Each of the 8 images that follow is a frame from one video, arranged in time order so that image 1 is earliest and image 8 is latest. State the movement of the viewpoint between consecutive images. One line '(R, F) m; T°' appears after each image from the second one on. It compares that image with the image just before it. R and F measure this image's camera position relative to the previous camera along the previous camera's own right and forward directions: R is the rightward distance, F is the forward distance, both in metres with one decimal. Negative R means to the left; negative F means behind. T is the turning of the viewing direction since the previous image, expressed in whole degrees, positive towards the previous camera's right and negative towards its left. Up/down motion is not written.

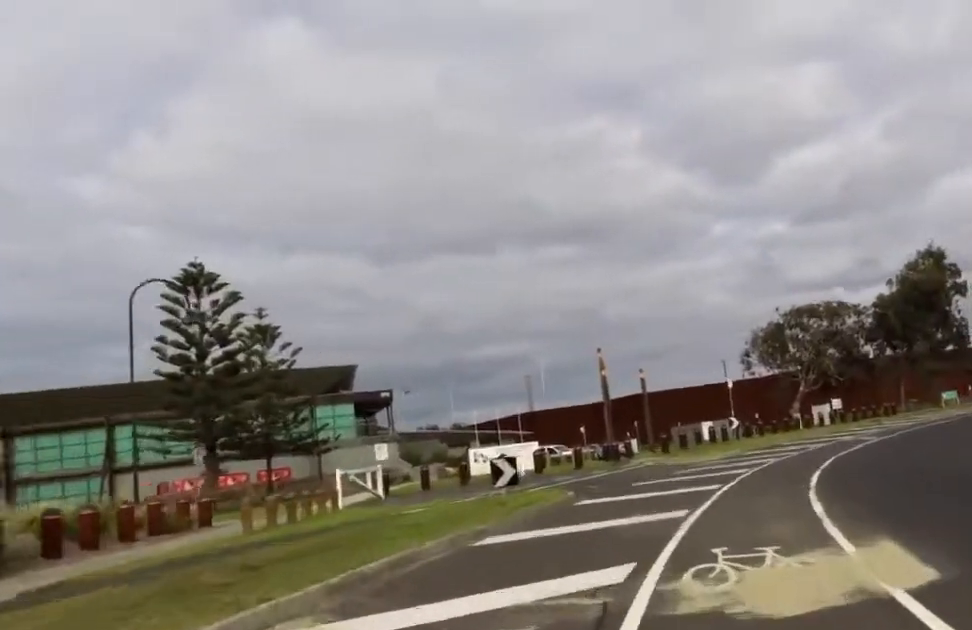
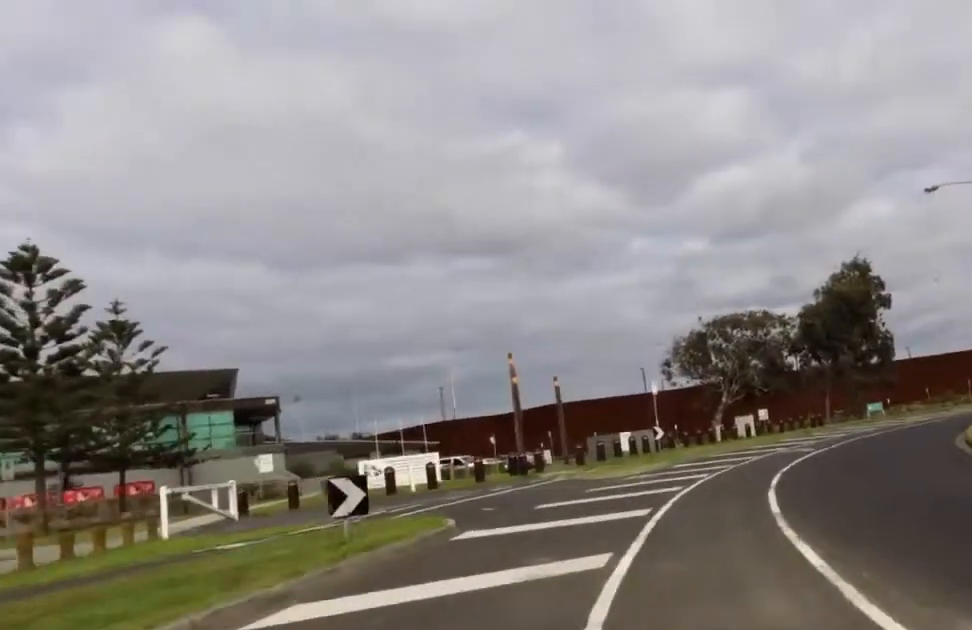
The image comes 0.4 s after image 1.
(-0.1, +3.3) m; +4°
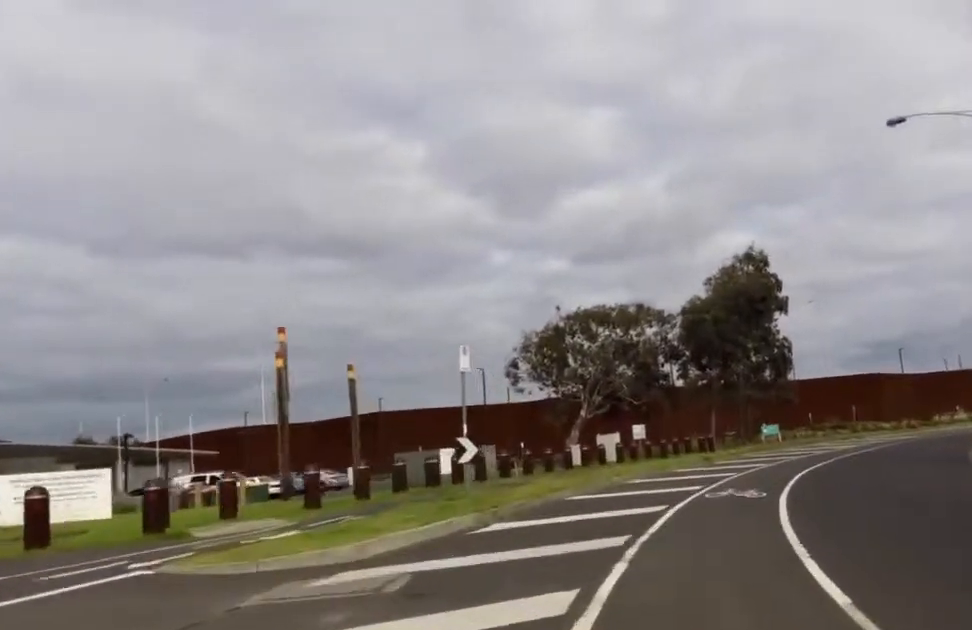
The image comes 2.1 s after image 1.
(+0.5, +12.9) m; +9°
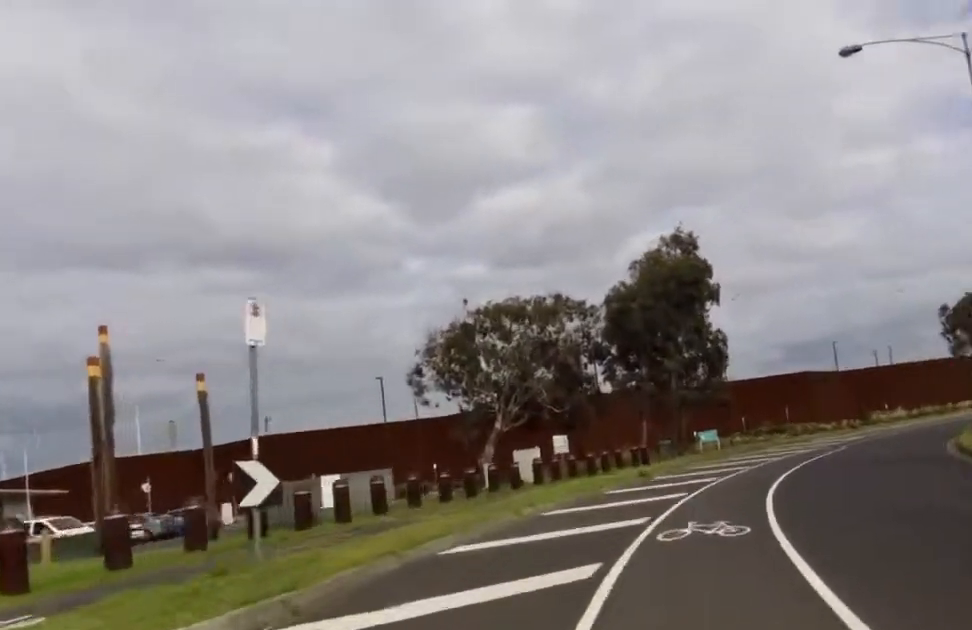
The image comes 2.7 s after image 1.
(+0.5, +4.7) m; +6°
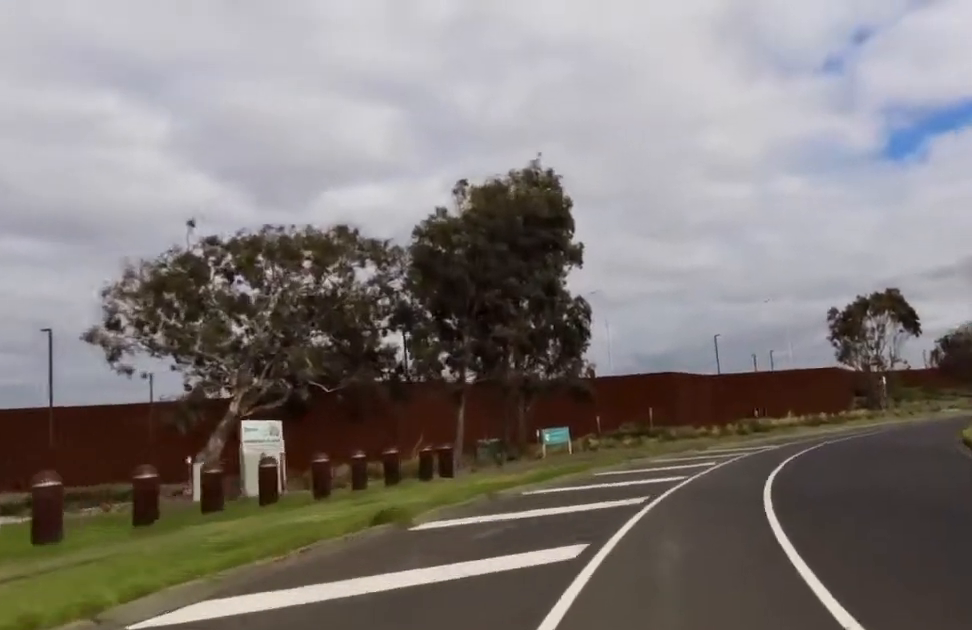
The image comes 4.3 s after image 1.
(+0.9, +13.6) m; +6°
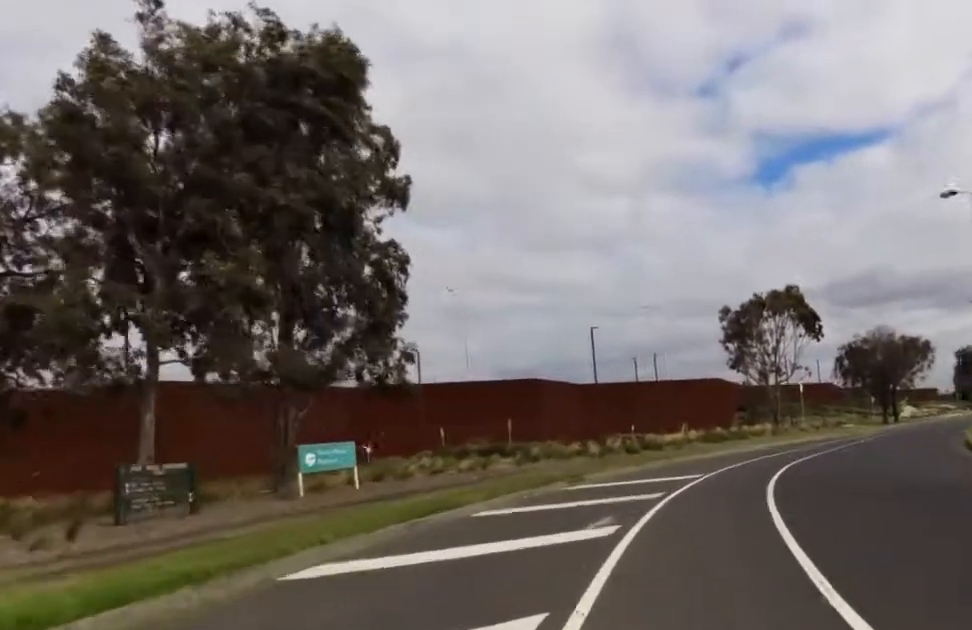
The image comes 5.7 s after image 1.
(+2.1, +11.1) m; +18°
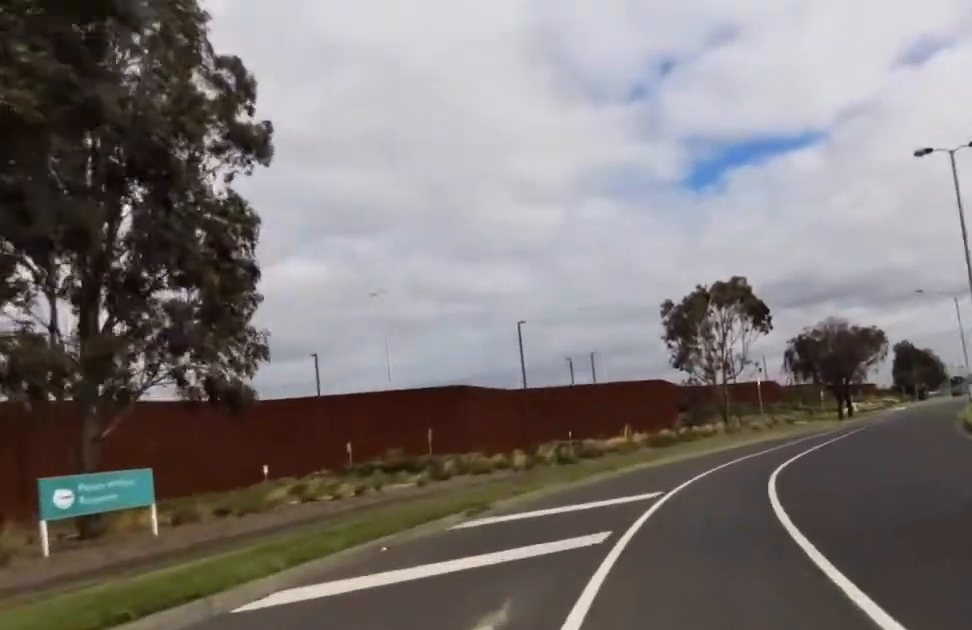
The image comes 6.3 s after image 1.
(+0.1, +5.0) m; +8°
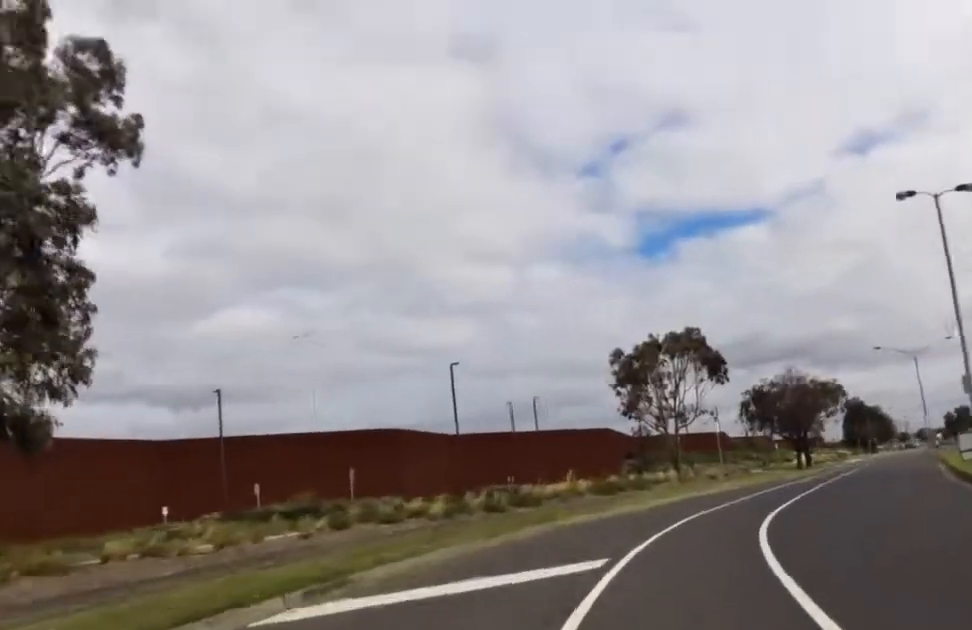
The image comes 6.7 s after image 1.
(+0.4, +3.6) m; +3°
